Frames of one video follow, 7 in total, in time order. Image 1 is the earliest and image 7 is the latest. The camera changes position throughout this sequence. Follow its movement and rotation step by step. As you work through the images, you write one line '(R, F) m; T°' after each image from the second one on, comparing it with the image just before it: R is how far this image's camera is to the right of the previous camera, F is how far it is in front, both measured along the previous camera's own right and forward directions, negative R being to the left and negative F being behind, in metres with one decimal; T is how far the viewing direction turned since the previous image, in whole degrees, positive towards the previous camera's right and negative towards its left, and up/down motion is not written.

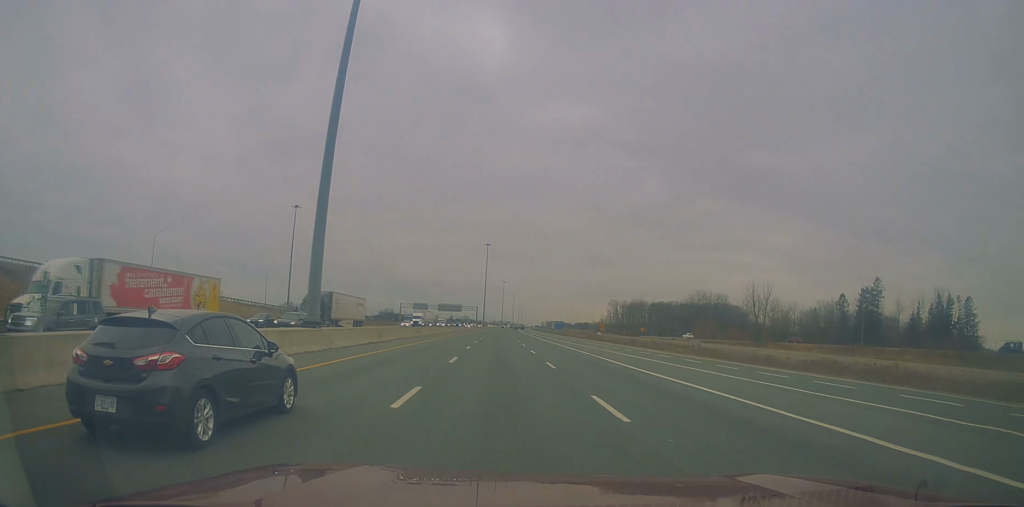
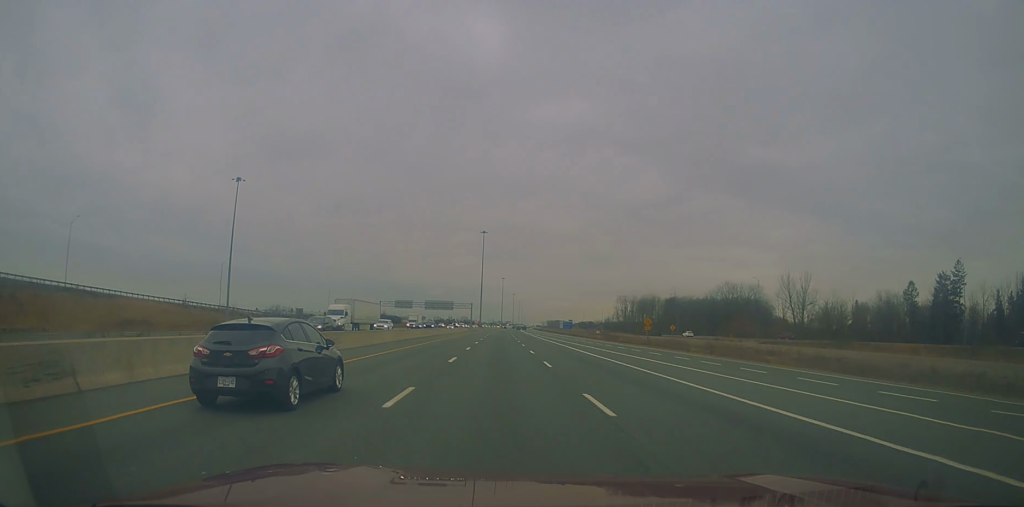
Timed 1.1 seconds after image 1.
(0.0, +35.1) m; 0°
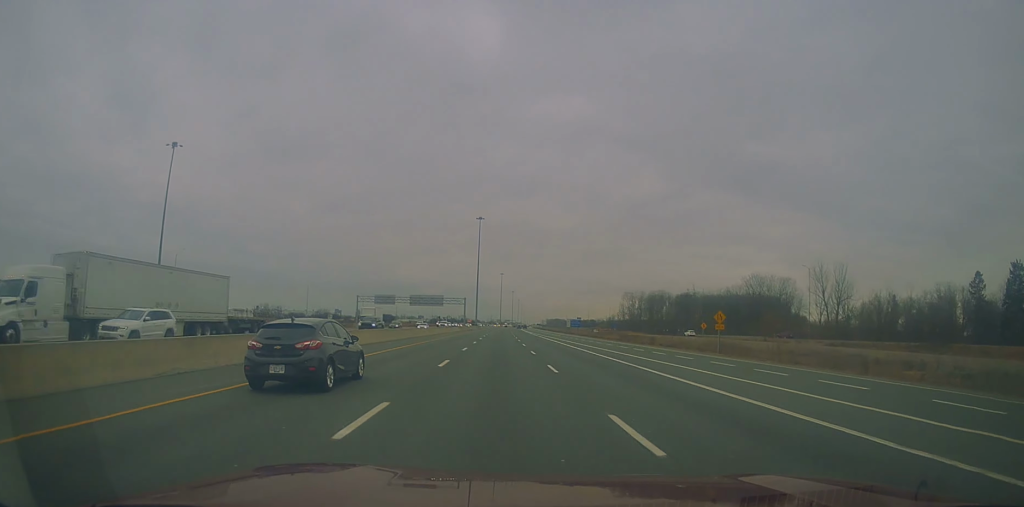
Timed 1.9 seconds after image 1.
(0.0, +26.7) m; -1°
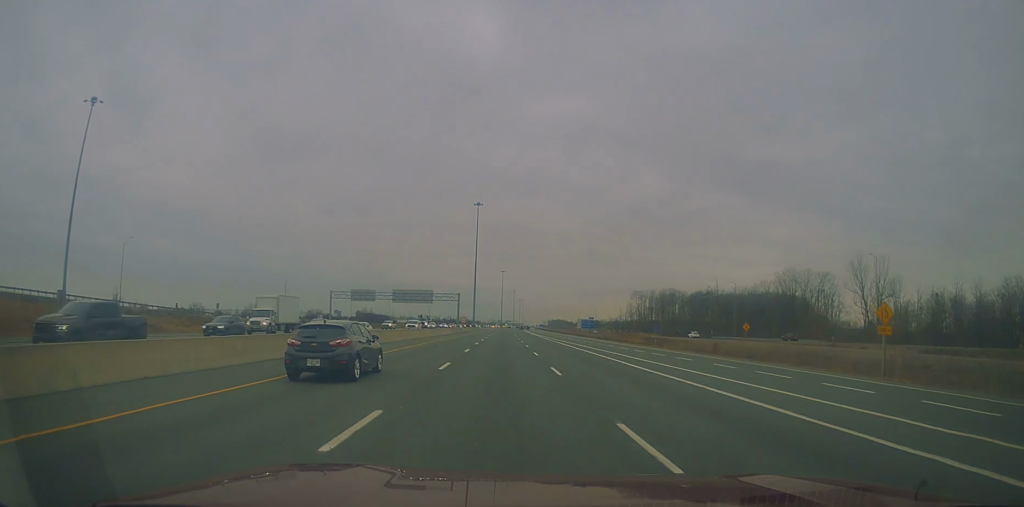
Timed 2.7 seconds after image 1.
(-0.2, +24.5) m; 0°
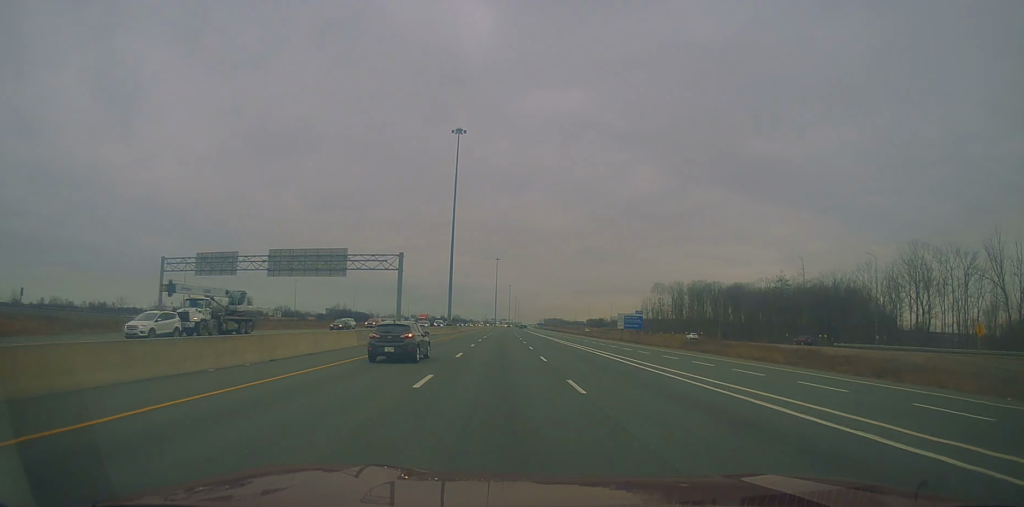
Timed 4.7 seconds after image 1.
(+0.8, +64.9) m; +2°
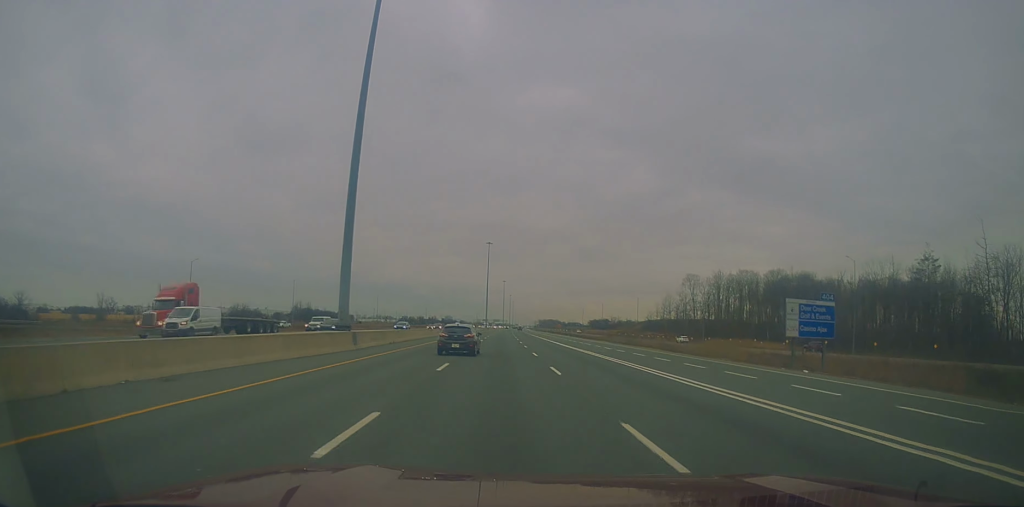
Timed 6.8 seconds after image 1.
(+0.1, +65.9) m; 0°
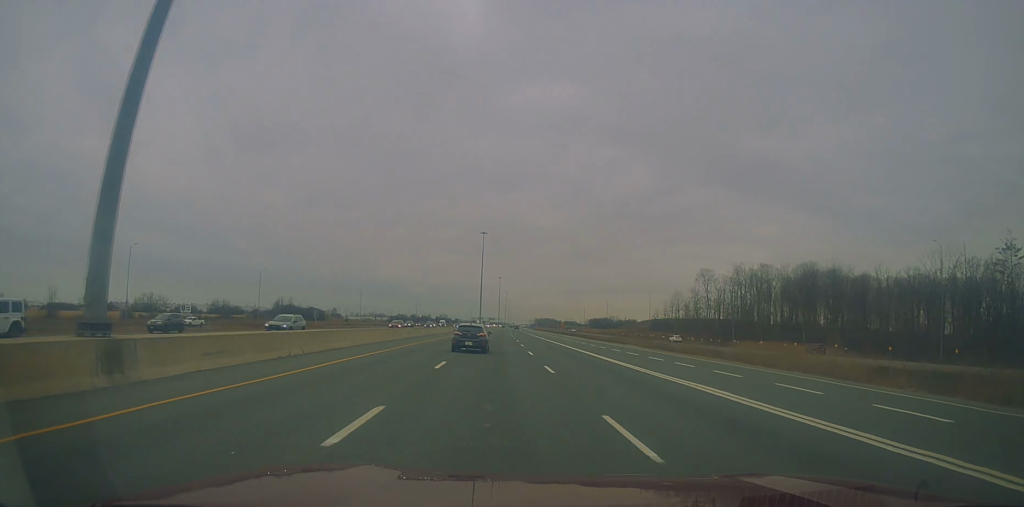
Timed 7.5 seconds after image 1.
(-0.1, +23.4) m; 0°
